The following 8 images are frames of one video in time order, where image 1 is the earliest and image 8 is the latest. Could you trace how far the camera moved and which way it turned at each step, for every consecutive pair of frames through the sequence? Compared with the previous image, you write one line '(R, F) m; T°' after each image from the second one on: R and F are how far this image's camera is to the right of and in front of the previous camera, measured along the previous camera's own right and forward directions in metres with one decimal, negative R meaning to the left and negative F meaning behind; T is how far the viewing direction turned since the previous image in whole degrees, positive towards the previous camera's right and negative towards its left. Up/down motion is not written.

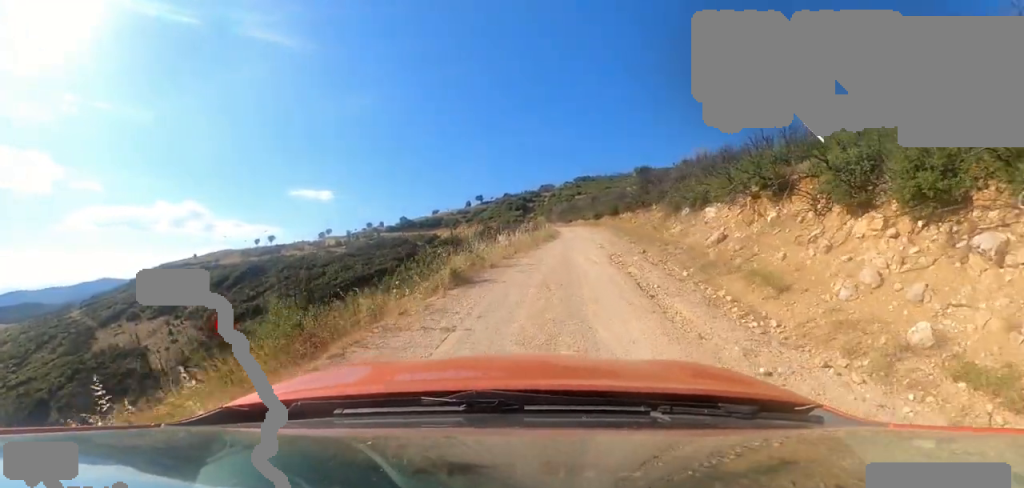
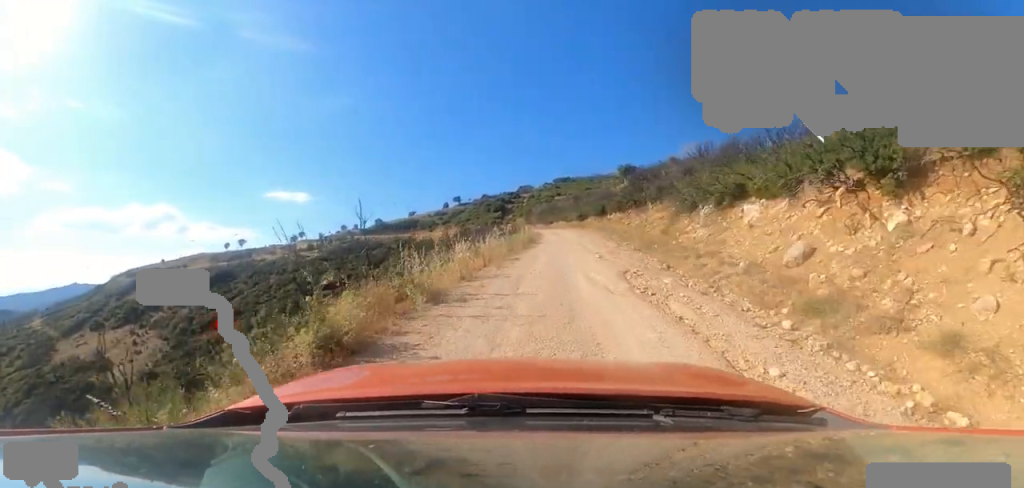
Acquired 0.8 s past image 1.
(+0.1, +4.3) m; +2°
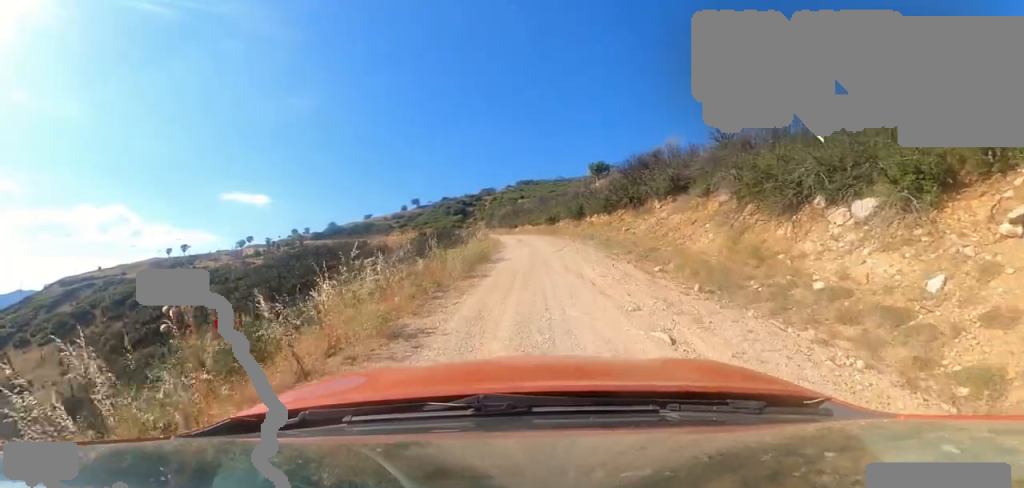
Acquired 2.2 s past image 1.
(0.0, +8.7) m; +6°
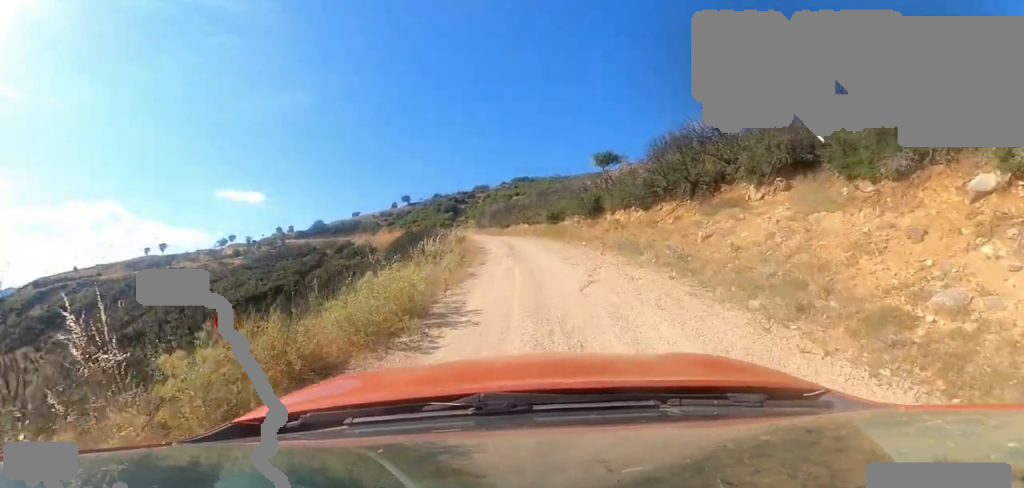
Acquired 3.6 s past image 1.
(+1.2, +8.3) m; +5°
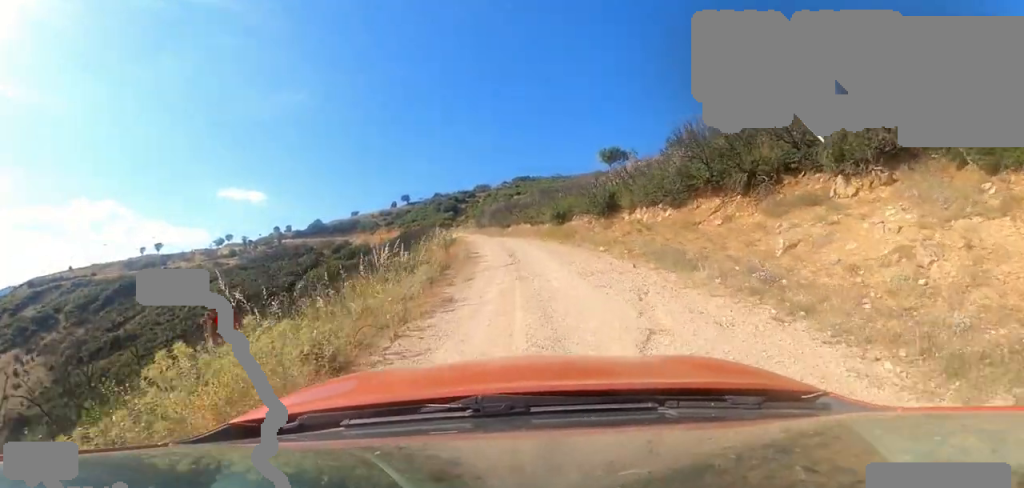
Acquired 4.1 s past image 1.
(-0.3, +3.3) m; -4°
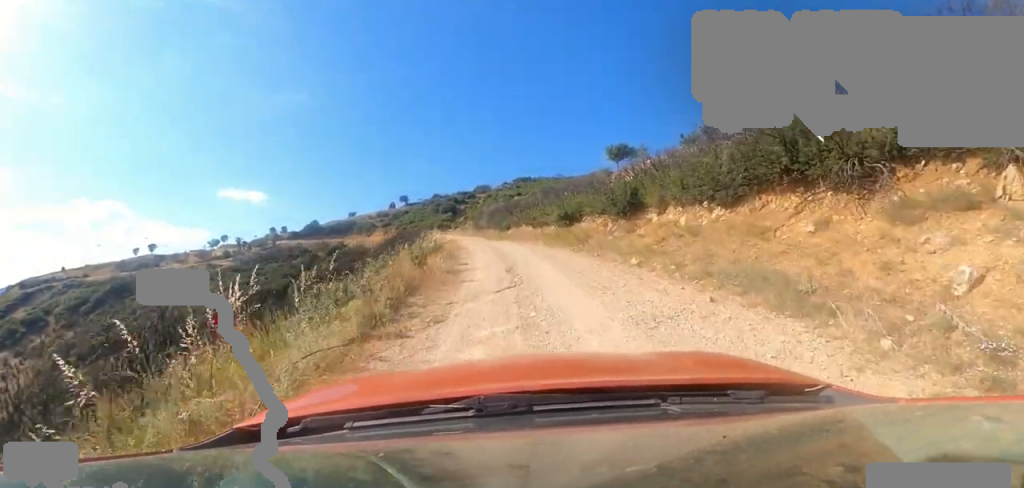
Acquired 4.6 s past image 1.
(-0.4, +3.7) m; -6°
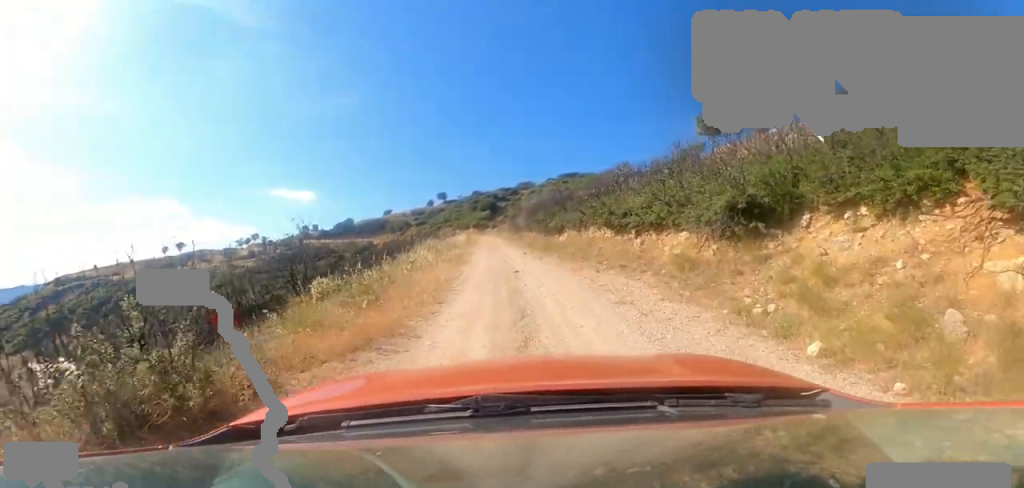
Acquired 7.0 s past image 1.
(-0.8, +16.3) m; -10°
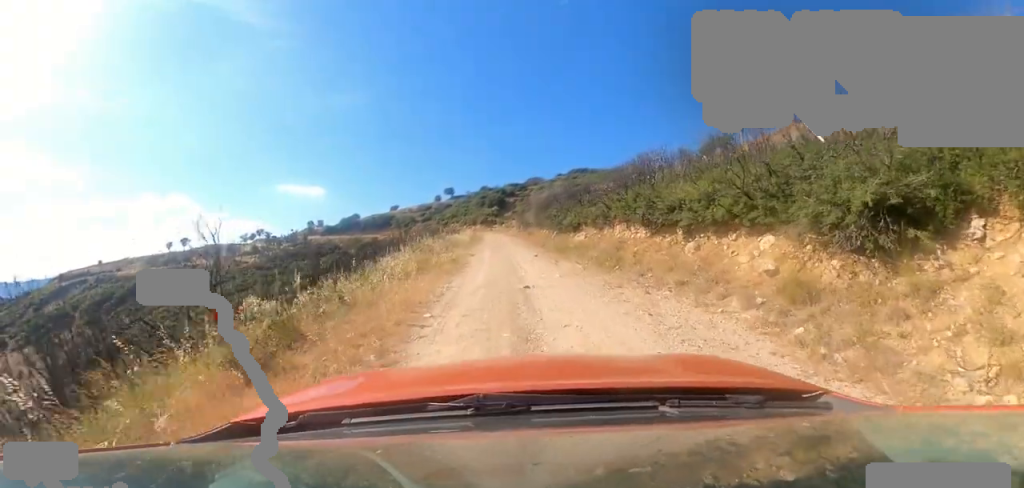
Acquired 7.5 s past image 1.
(-0.5, +3.4) m; -1°
